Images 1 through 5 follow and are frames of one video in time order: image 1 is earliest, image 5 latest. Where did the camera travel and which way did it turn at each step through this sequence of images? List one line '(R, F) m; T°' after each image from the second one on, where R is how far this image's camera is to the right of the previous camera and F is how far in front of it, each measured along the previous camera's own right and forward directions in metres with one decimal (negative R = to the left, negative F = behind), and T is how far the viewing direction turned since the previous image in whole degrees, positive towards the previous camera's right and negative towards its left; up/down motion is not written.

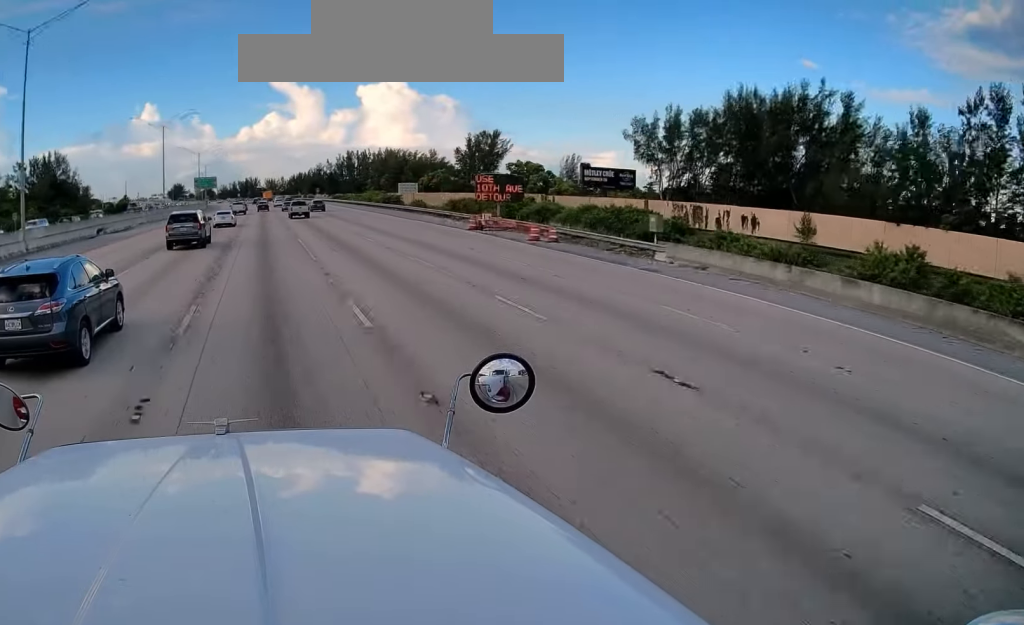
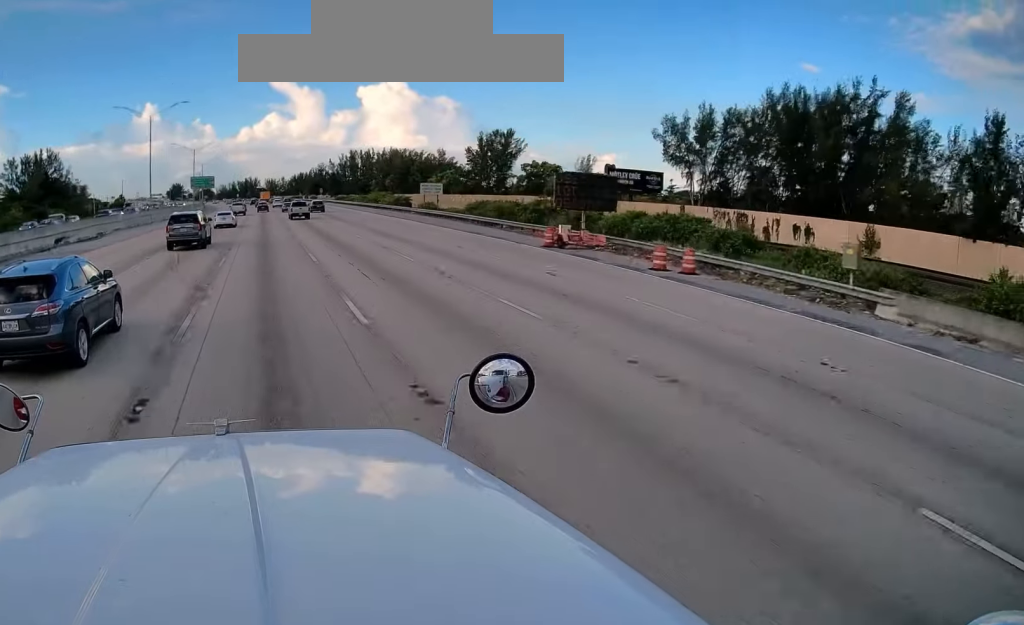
(+0.1, +13.2) m; 0°
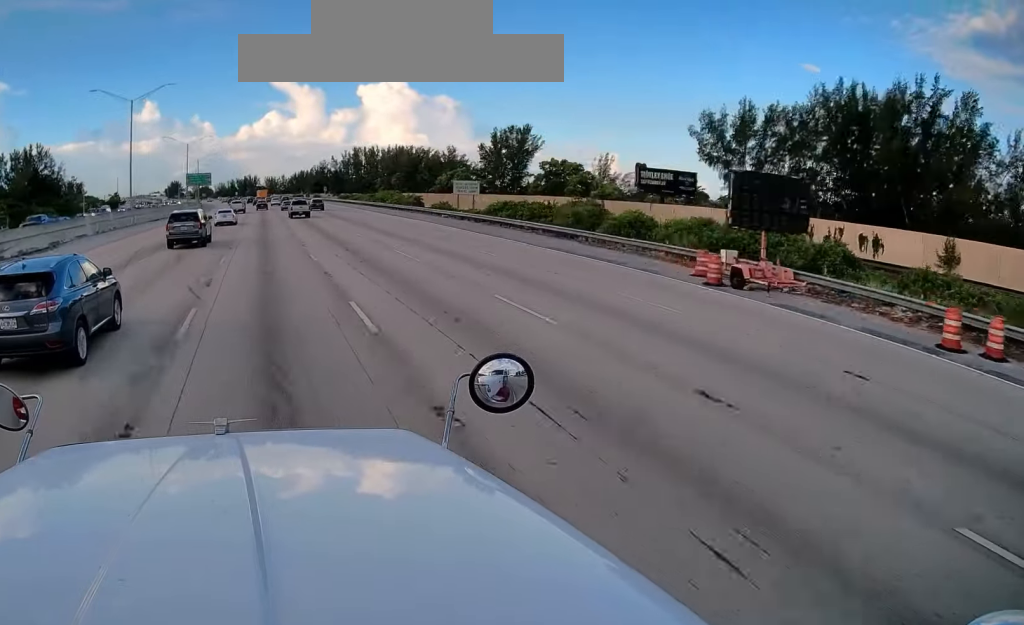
(-0.1, +13.2) m; 0°
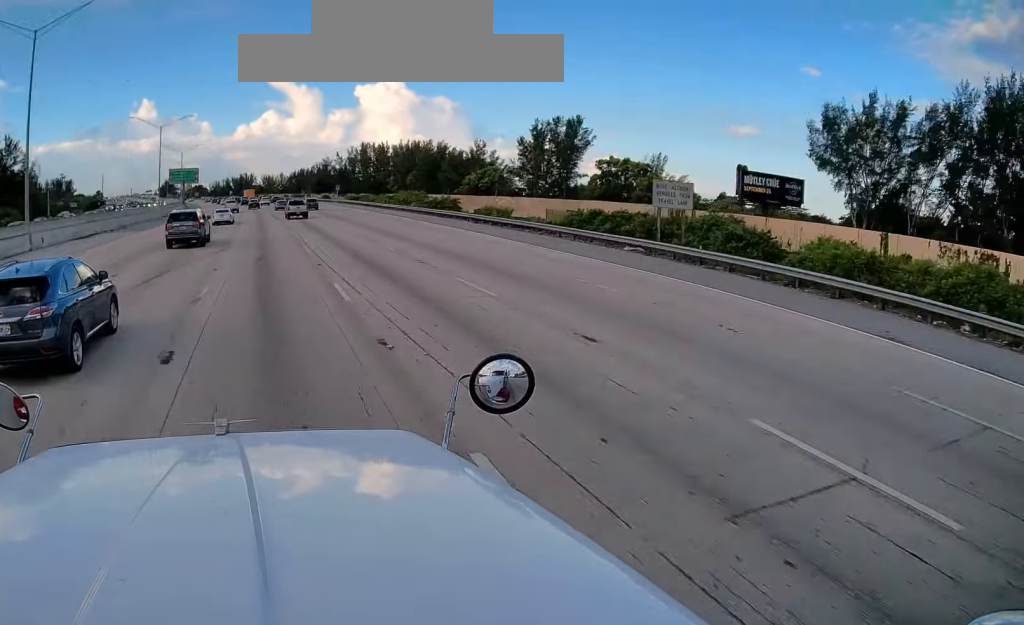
(-0.2, +32.5) m; -1°
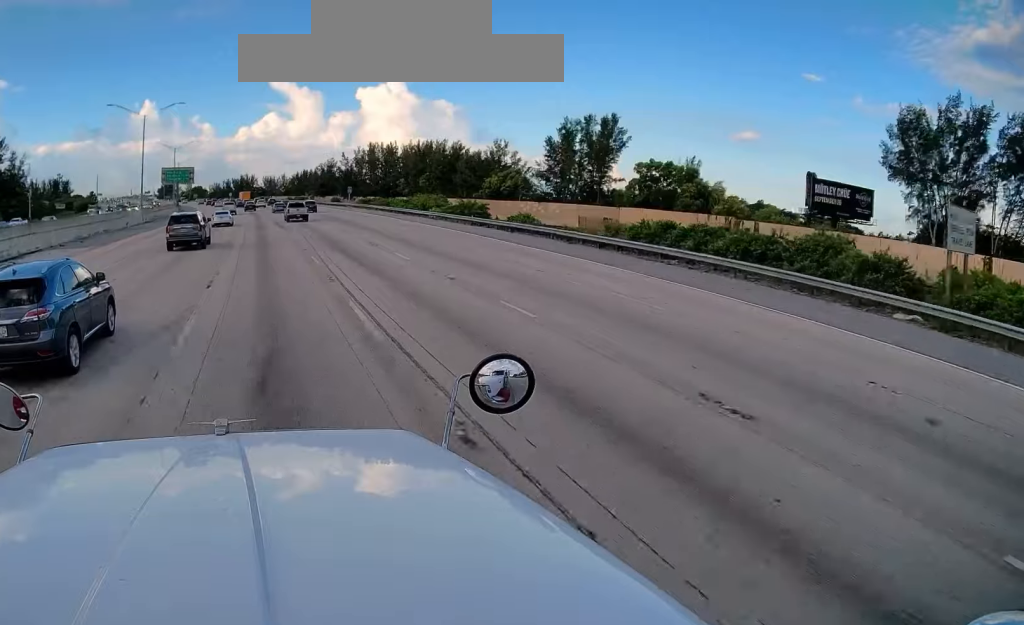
(-0.1, +17.3) m; 0°
